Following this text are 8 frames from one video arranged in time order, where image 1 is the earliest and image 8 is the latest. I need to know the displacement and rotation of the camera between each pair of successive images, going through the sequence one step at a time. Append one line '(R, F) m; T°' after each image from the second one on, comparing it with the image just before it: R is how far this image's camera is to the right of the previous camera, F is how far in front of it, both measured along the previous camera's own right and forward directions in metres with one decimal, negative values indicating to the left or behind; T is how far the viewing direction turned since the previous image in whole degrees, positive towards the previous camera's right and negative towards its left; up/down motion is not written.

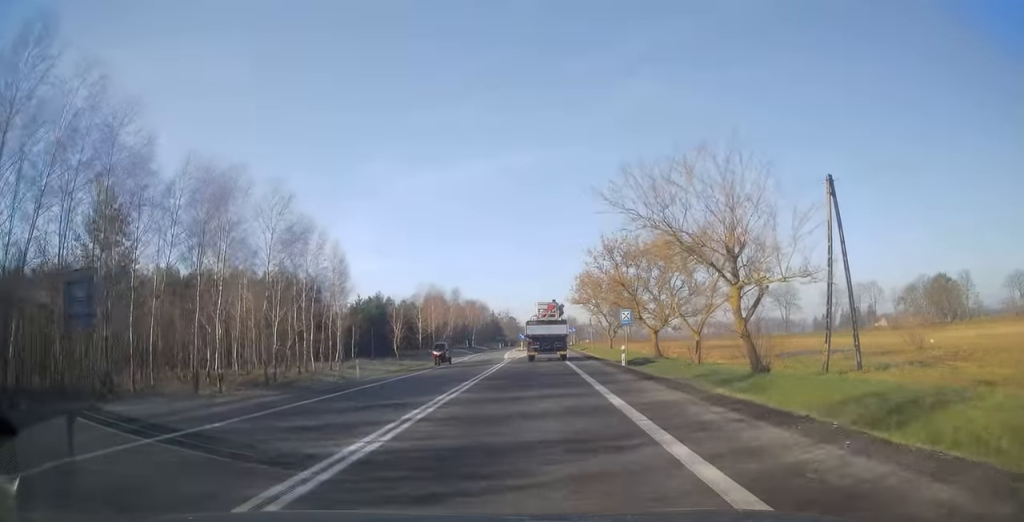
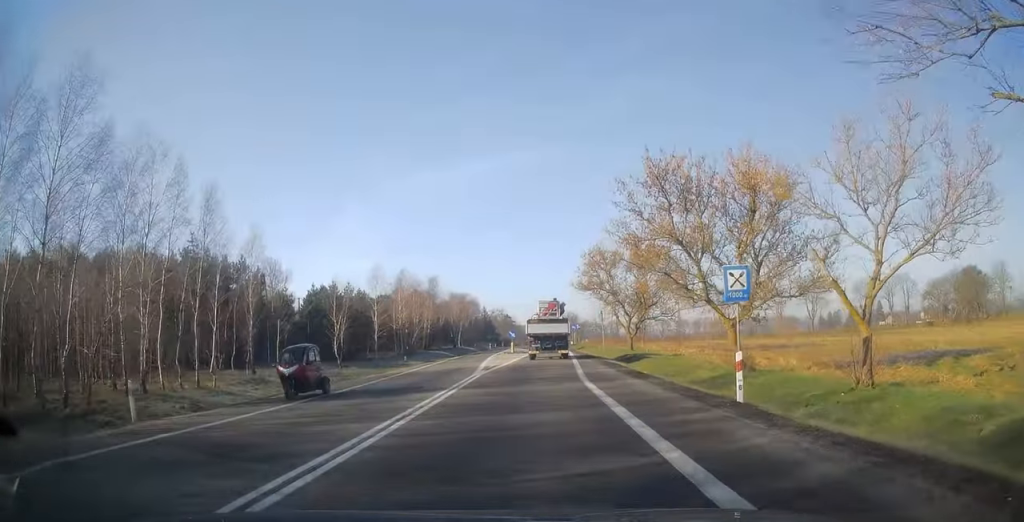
(+0.3, +17.6) m; +1°
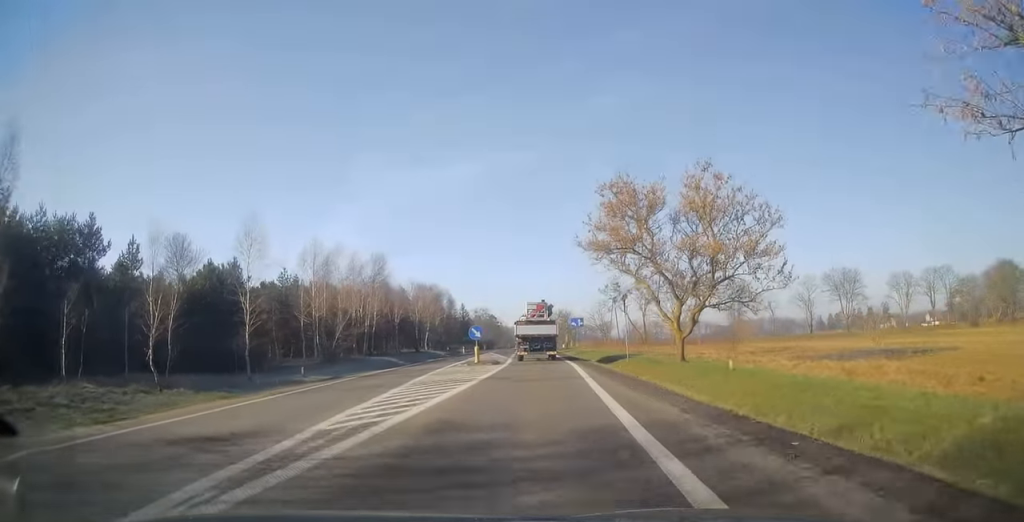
(+0.1, +22.0) m; 0°
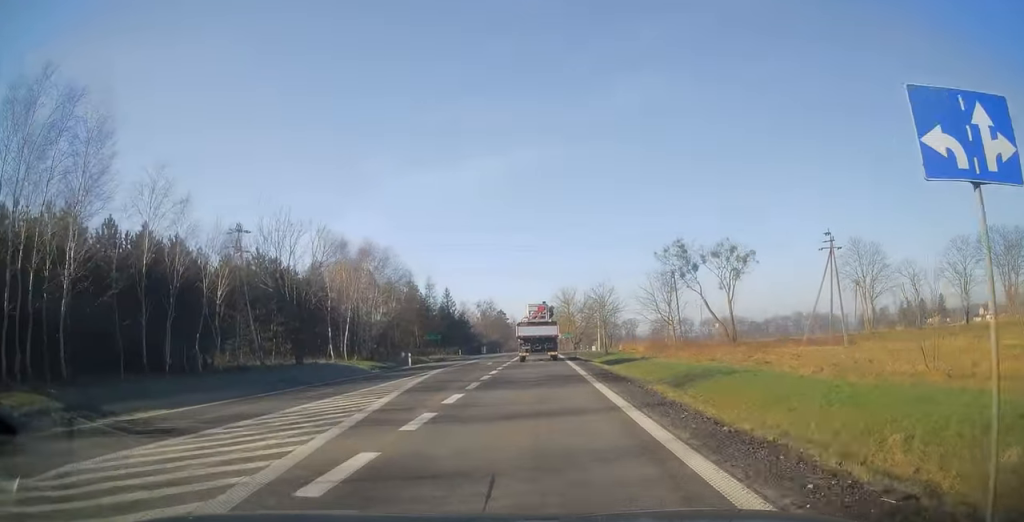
(-1.0, +44.0) m; -1°
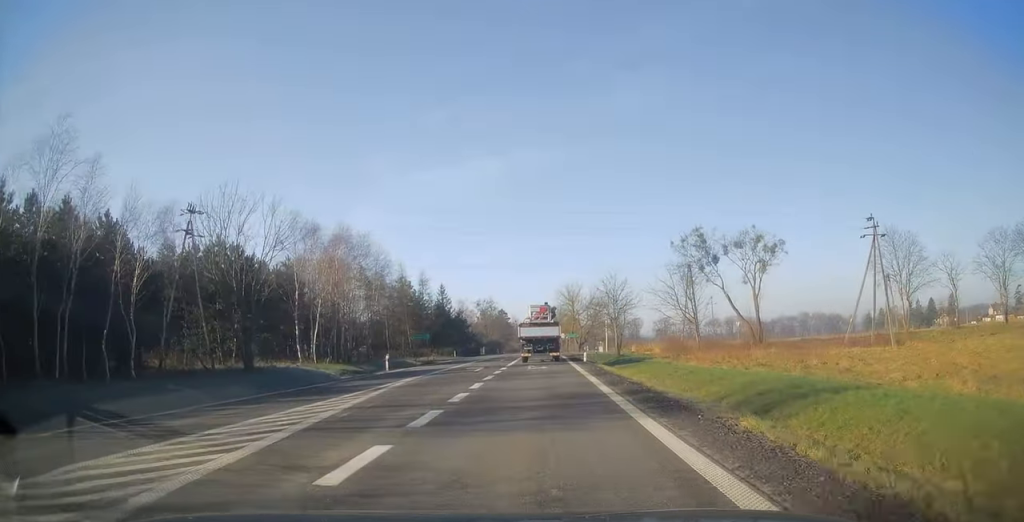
(0.0, +7.6) m; 0°
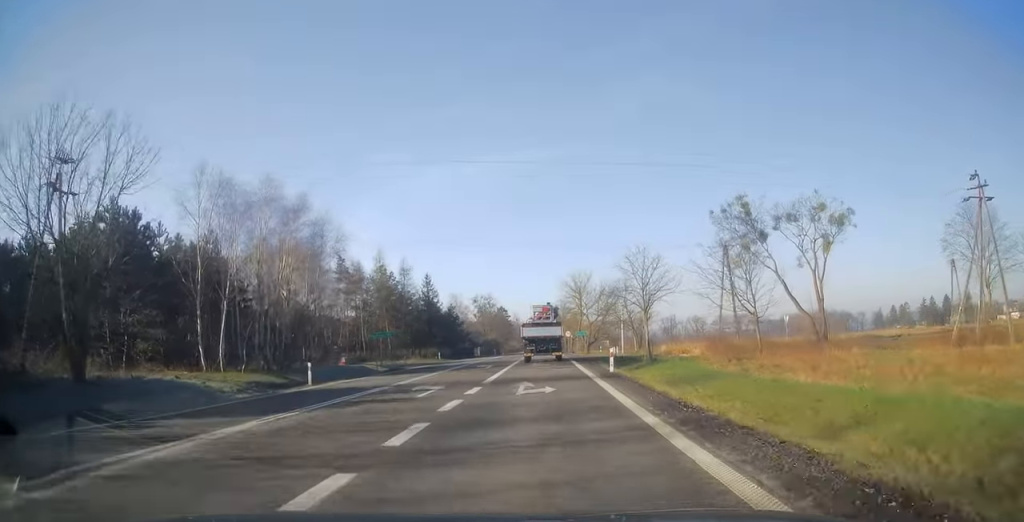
(0.0, +13.7) m; -1°
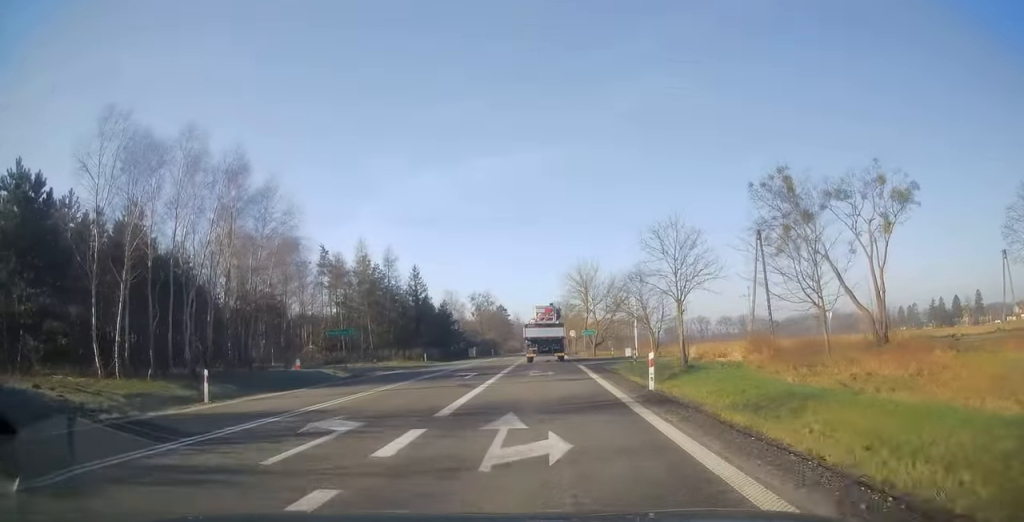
(-0.2, +8.7) m; 0°
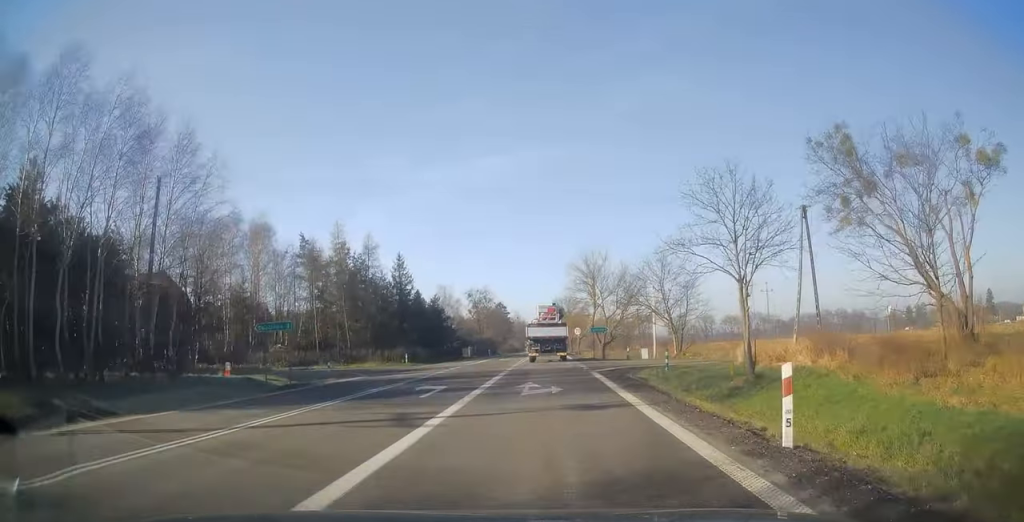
(0.0, +8.7) m; 0°
